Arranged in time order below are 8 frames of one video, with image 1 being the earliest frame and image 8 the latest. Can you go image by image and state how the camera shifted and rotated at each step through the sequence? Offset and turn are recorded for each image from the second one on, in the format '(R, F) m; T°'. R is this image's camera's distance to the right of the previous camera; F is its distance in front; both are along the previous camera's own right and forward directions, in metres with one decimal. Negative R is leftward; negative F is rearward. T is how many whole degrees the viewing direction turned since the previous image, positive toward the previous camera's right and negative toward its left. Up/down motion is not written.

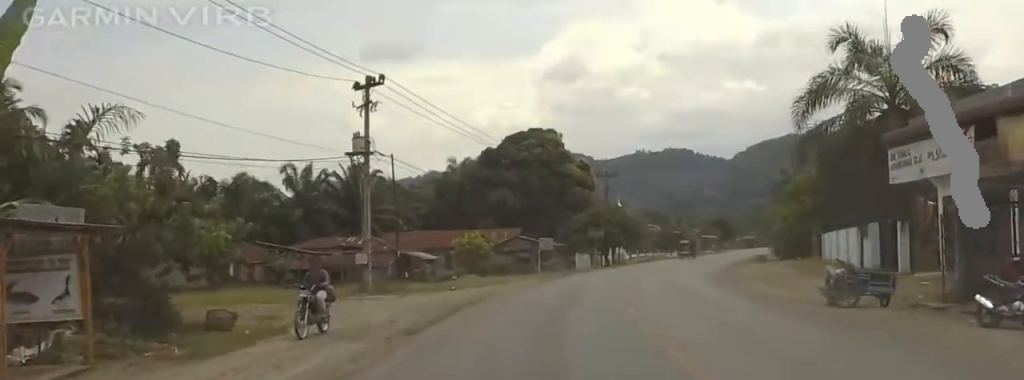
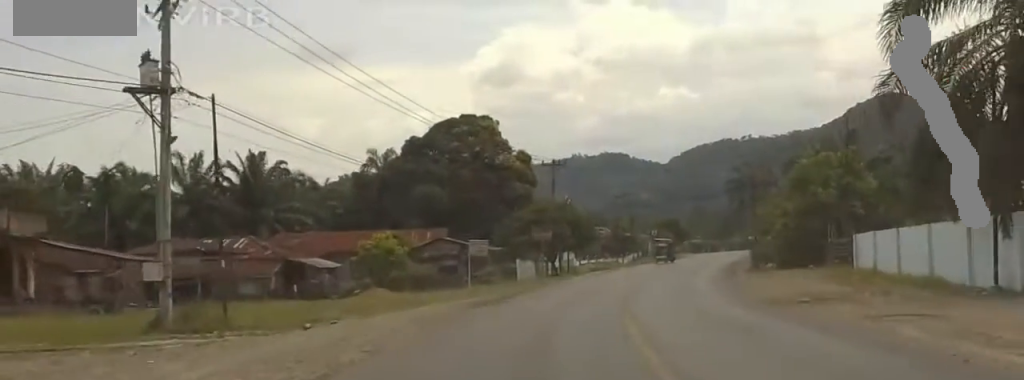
(-0.2, +16.2) m; -7°
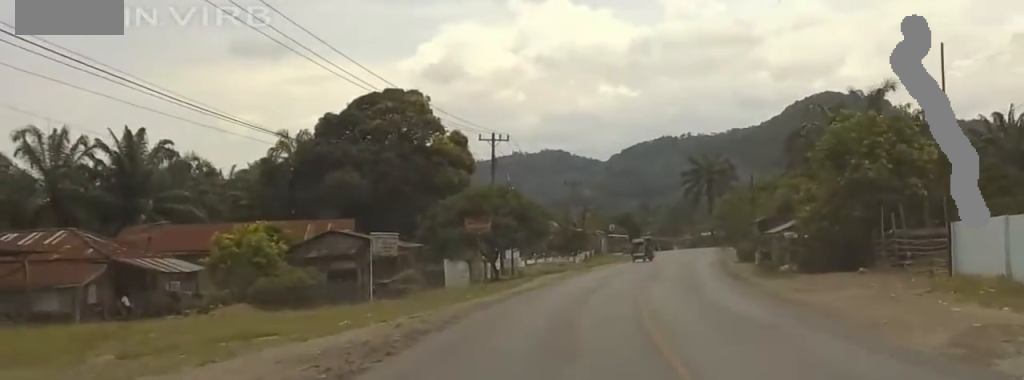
(-1.5, +14.8) m; -7°
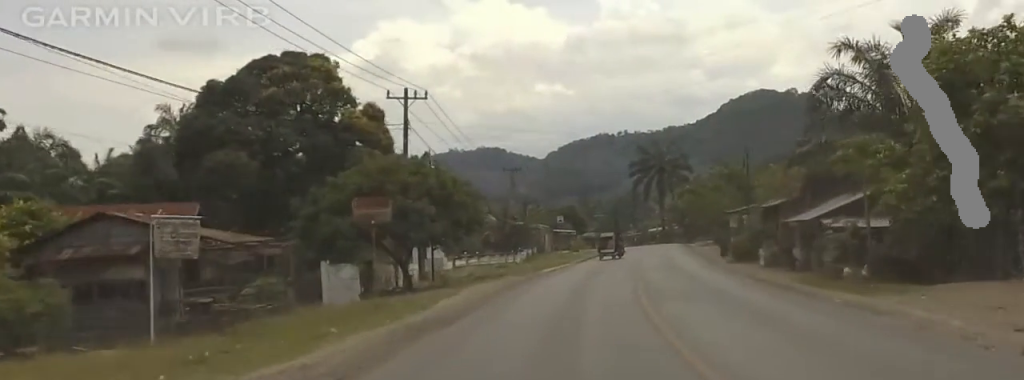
(-0.1, +14.8) m; -1°
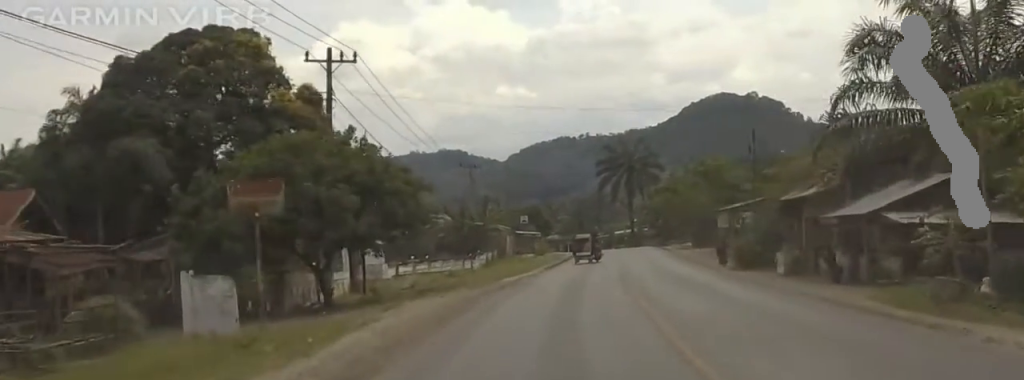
(+0.1, +8.8) m; -6°
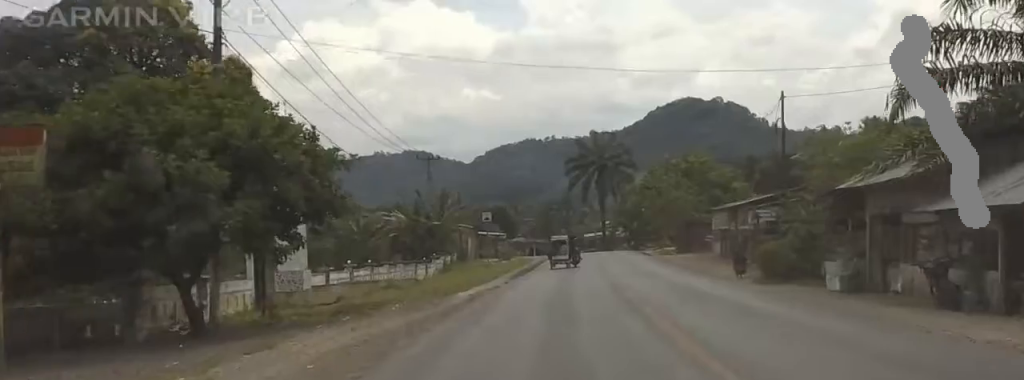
(-0.5, +8.6) m; -7°
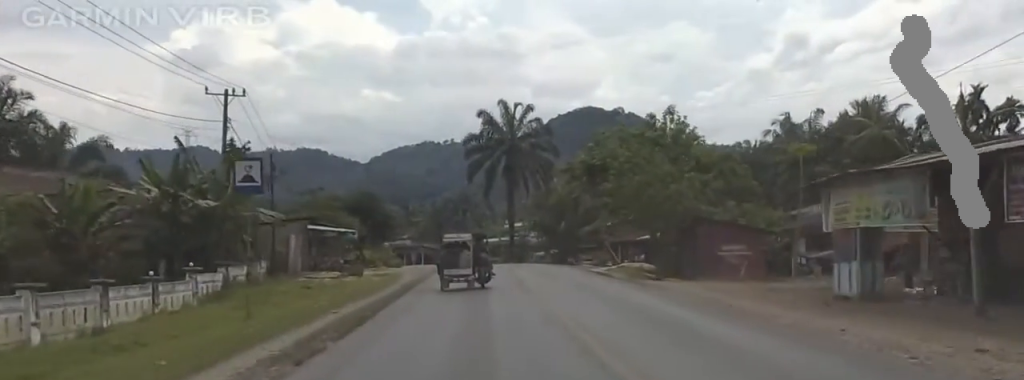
(-6.5, +31.4) m; -18°
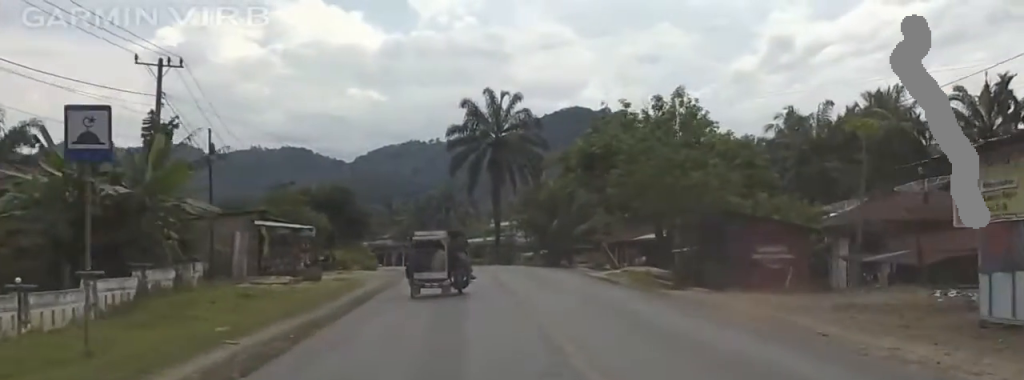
(-0.1, +7.5) m; -1°
